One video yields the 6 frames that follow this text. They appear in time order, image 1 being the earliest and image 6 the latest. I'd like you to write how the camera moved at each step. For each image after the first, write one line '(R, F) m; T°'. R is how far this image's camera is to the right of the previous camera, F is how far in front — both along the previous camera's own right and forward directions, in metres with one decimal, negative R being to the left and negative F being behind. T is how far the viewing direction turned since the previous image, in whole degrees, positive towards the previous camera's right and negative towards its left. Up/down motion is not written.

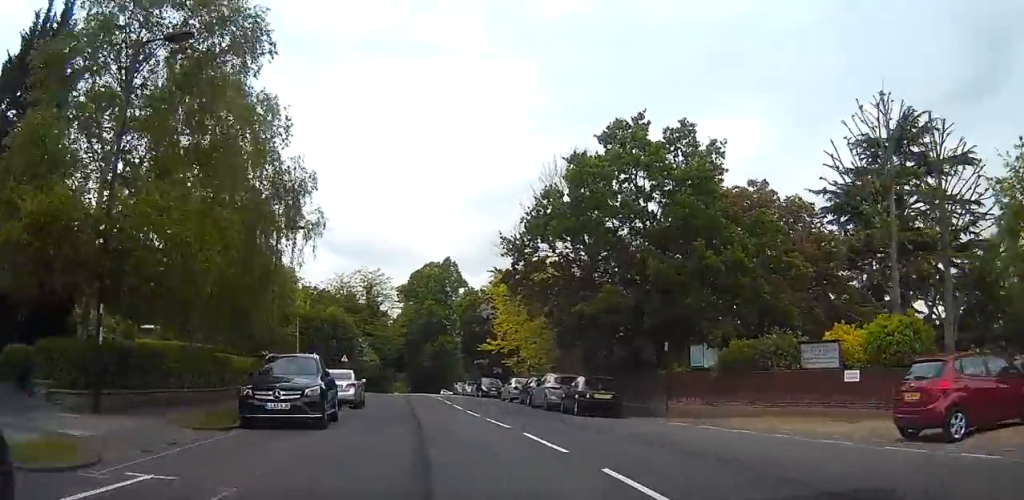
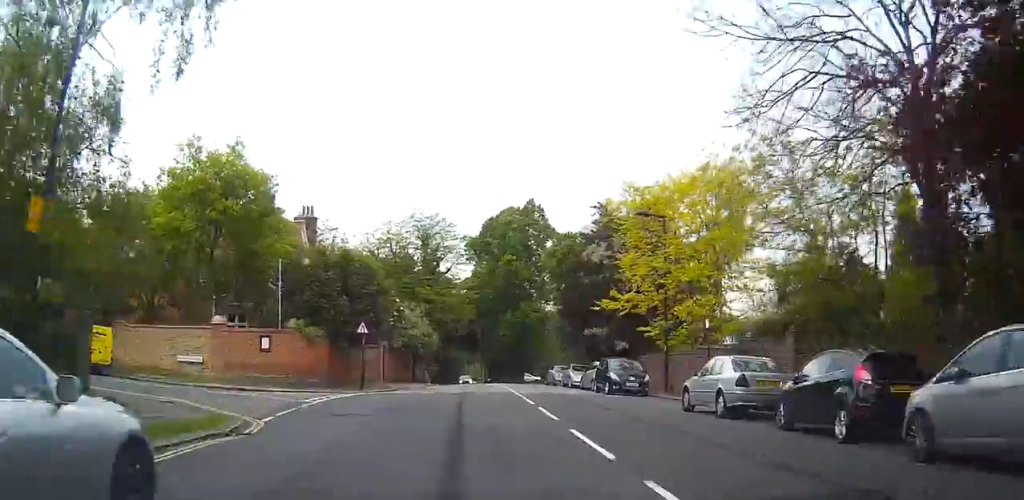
(-0.9, +26.2) m; -3°
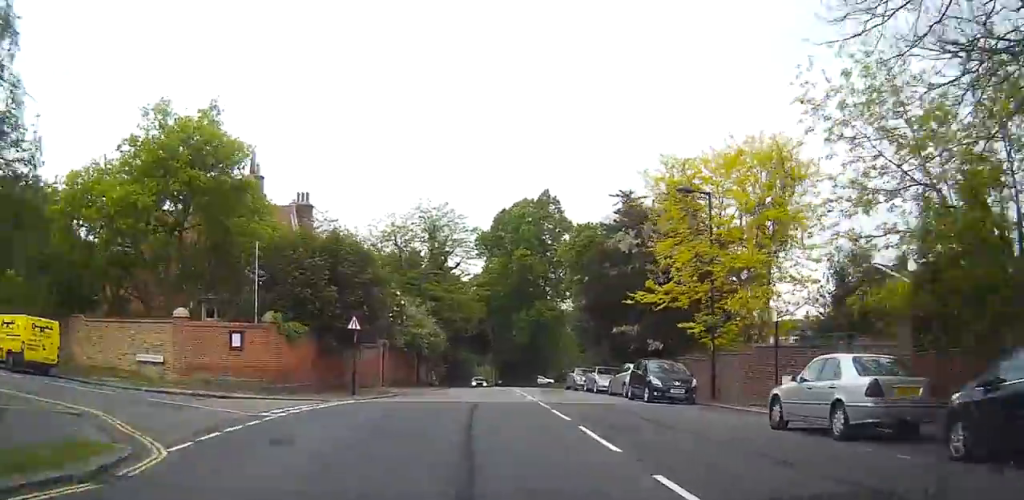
(+0.1, +5.5) m; -1°
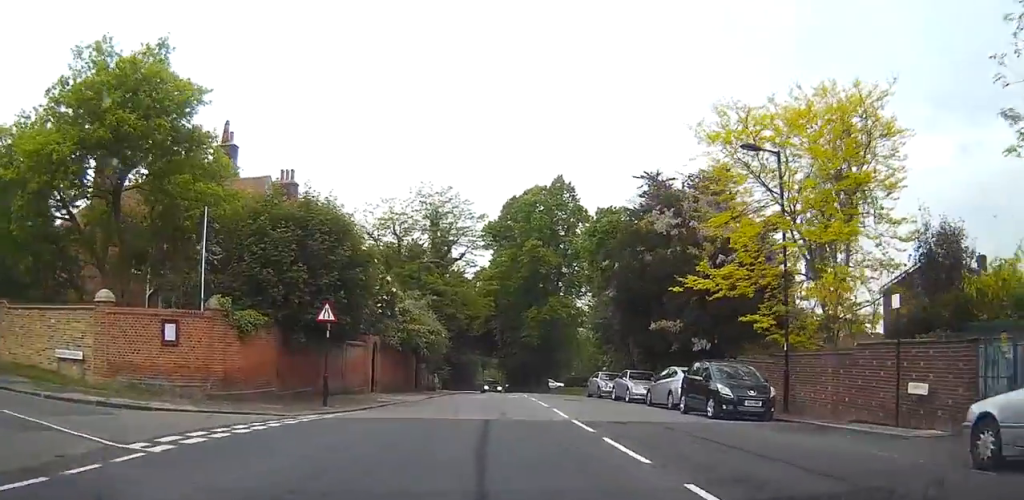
(-0.2, +6.7) m; -1°
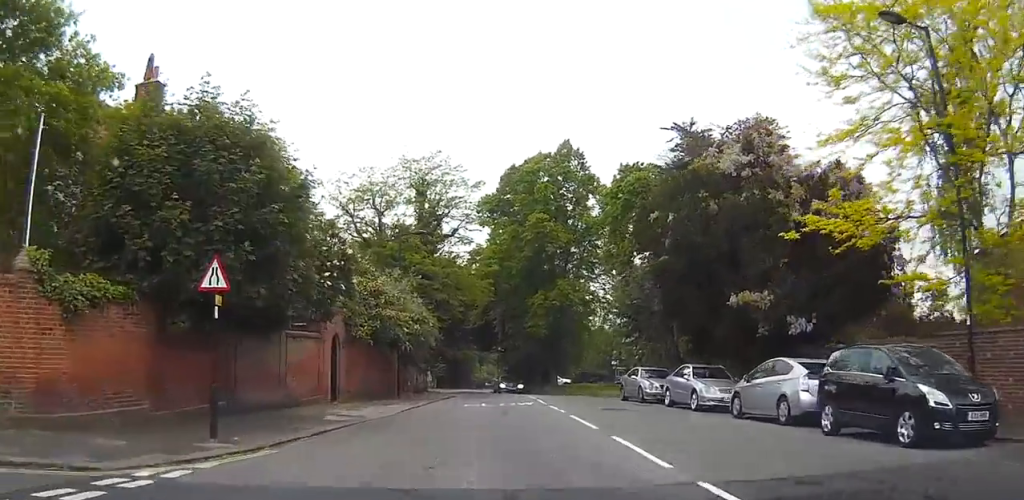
(-0.1, +9.9) m; -2°
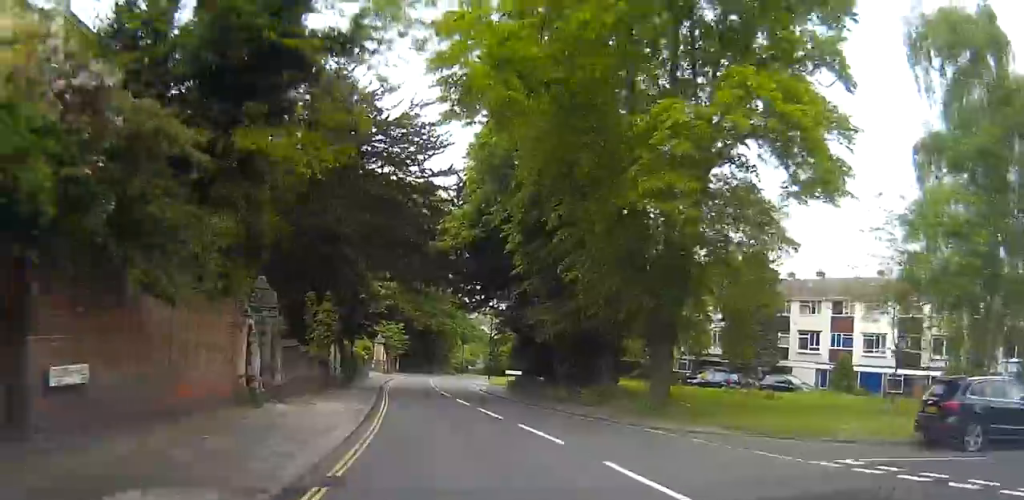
(-2.0, +38.2) m; -4°
